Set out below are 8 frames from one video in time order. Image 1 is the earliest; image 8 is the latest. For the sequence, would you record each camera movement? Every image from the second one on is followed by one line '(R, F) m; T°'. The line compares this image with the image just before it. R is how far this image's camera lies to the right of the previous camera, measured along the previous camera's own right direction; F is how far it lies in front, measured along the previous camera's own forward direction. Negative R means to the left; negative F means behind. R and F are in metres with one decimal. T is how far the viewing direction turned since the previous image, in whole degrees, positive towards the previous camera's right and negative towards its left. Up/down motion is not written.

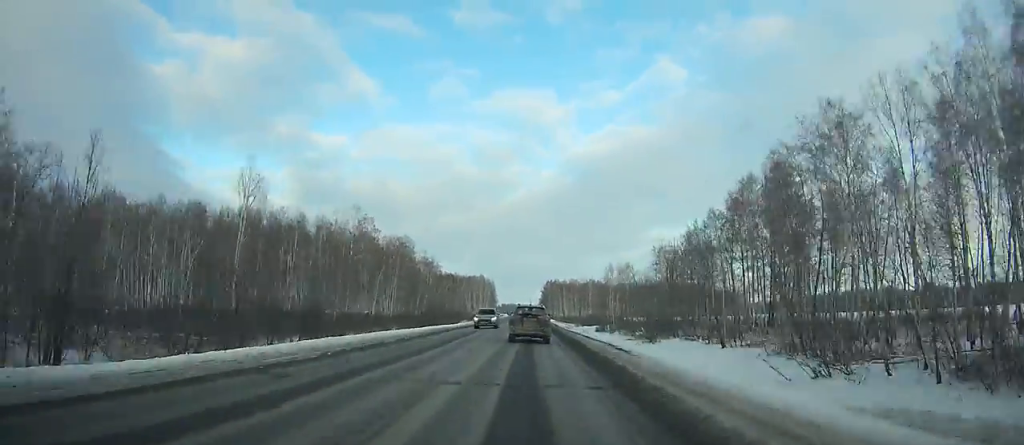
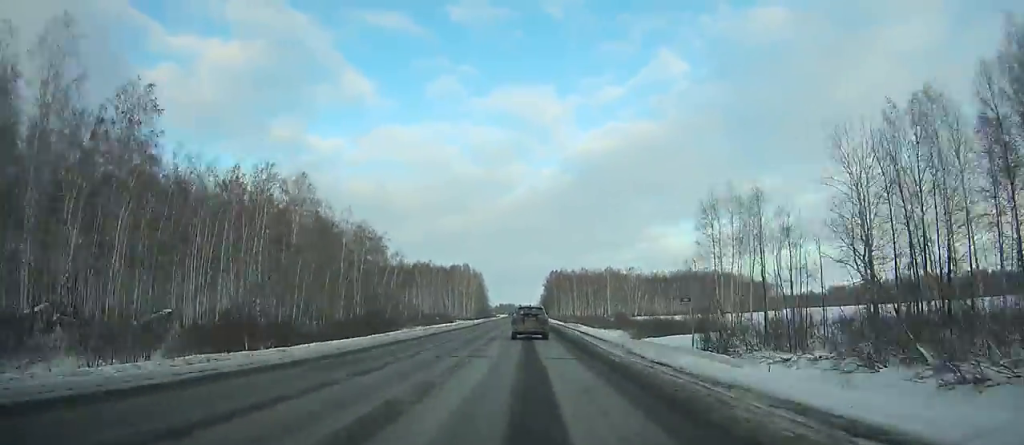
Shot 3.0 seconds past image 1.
(-0.5, +77.8) m; -1°
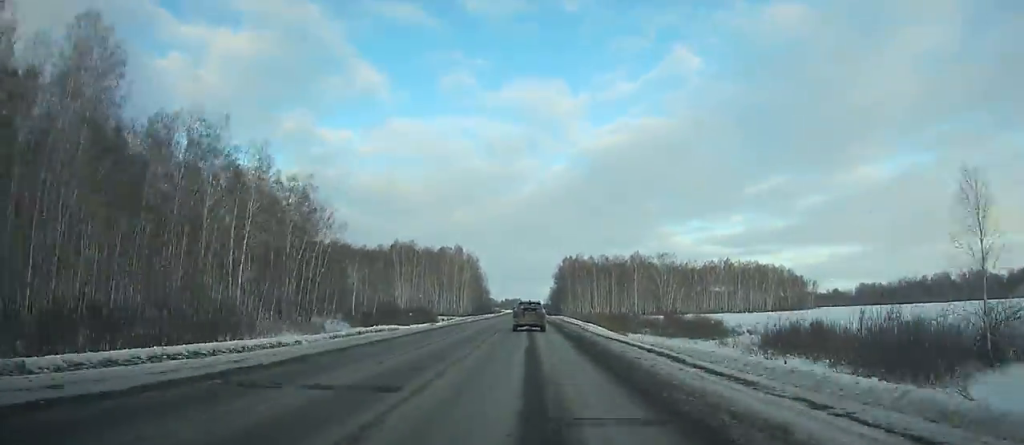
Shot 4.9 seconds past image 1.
(-0.2, +49.4) m; 0°
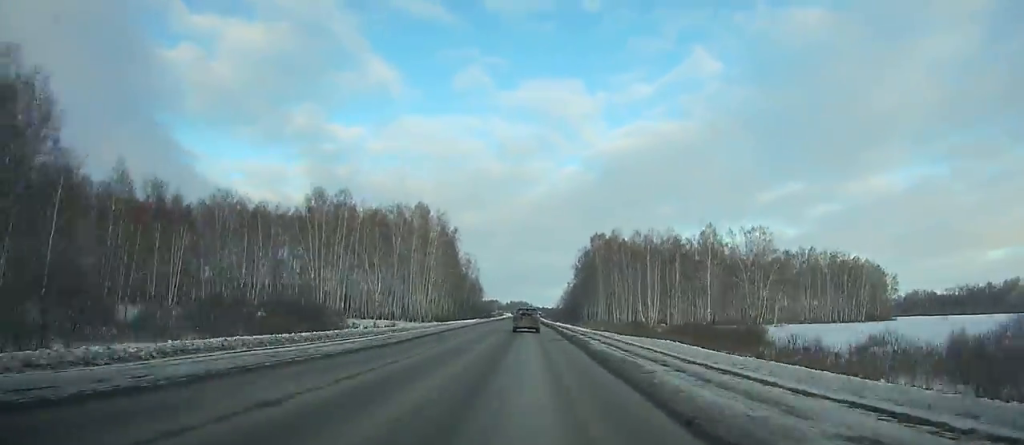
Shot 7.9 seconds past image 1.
(0.0, +78.8) m; 0°
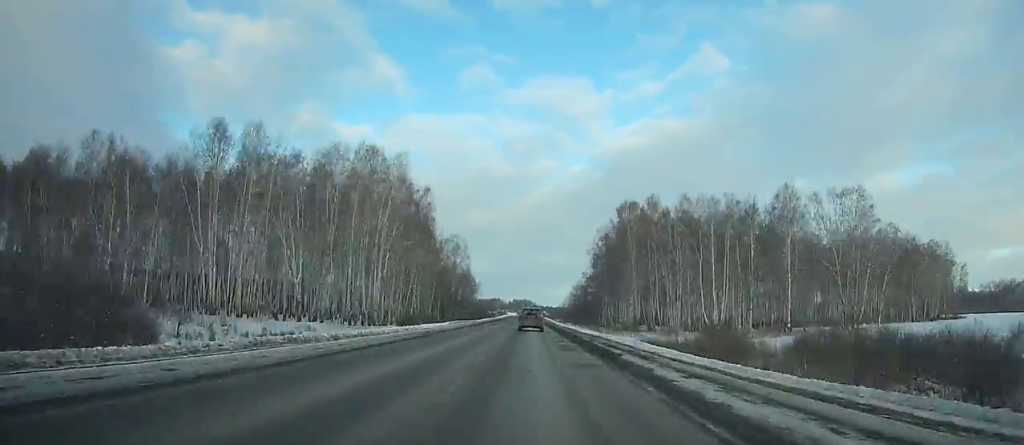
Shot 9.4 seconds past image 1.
(-0.3, +39.9) m; 0°
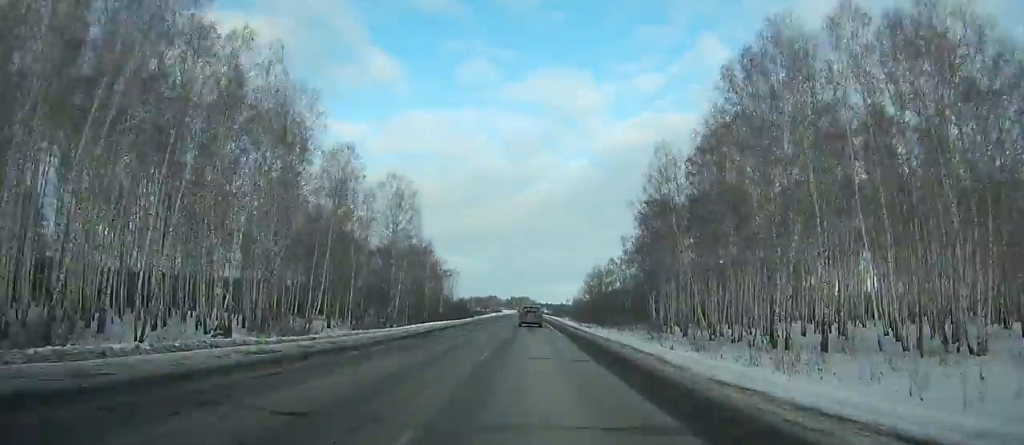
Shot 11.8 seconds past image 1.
(-0.3, +64.5) m; 0°
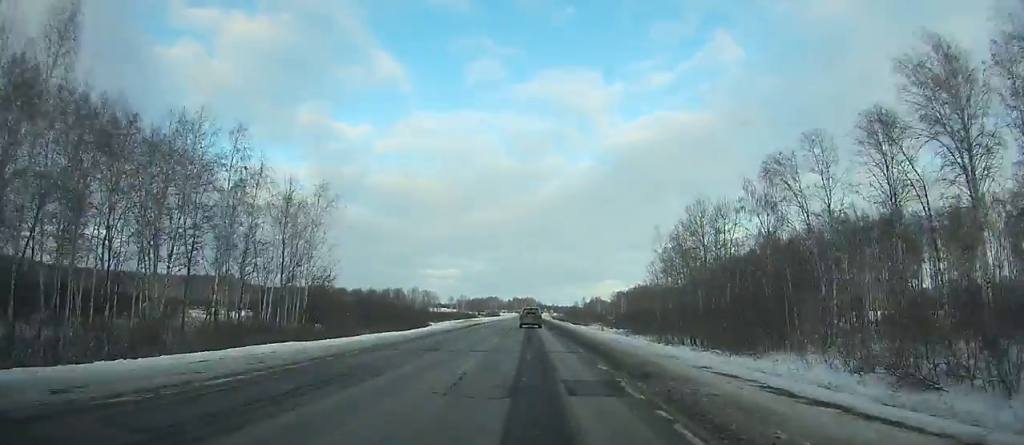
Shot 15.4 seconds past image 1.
(-0.4, +98.3) m; 0°
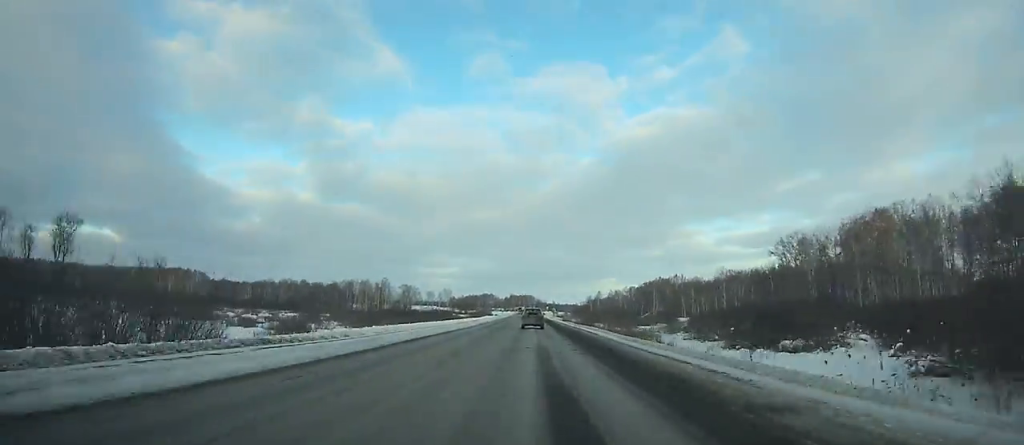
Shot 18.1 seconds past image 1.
(0.0, +74.4) m; 0°
